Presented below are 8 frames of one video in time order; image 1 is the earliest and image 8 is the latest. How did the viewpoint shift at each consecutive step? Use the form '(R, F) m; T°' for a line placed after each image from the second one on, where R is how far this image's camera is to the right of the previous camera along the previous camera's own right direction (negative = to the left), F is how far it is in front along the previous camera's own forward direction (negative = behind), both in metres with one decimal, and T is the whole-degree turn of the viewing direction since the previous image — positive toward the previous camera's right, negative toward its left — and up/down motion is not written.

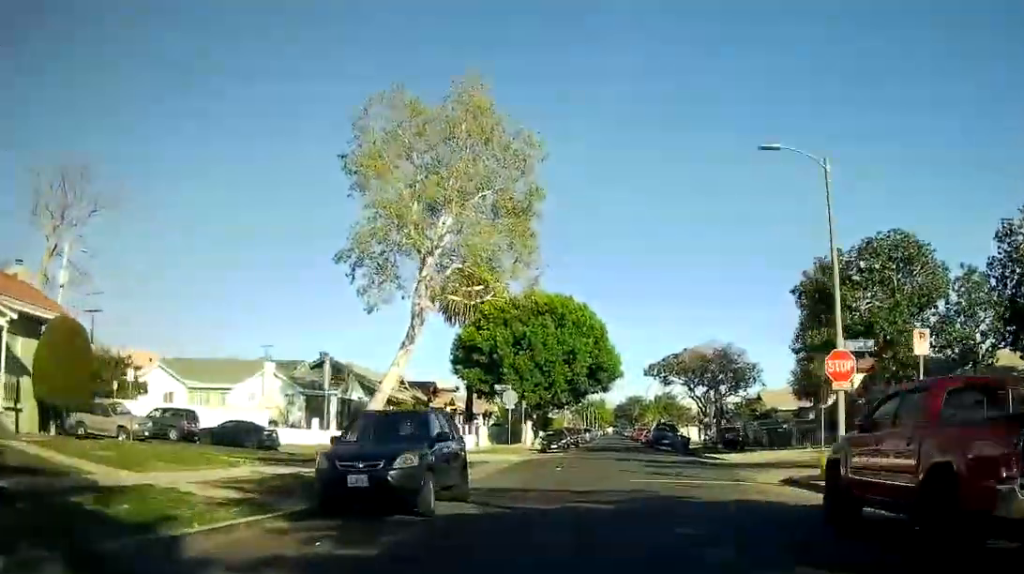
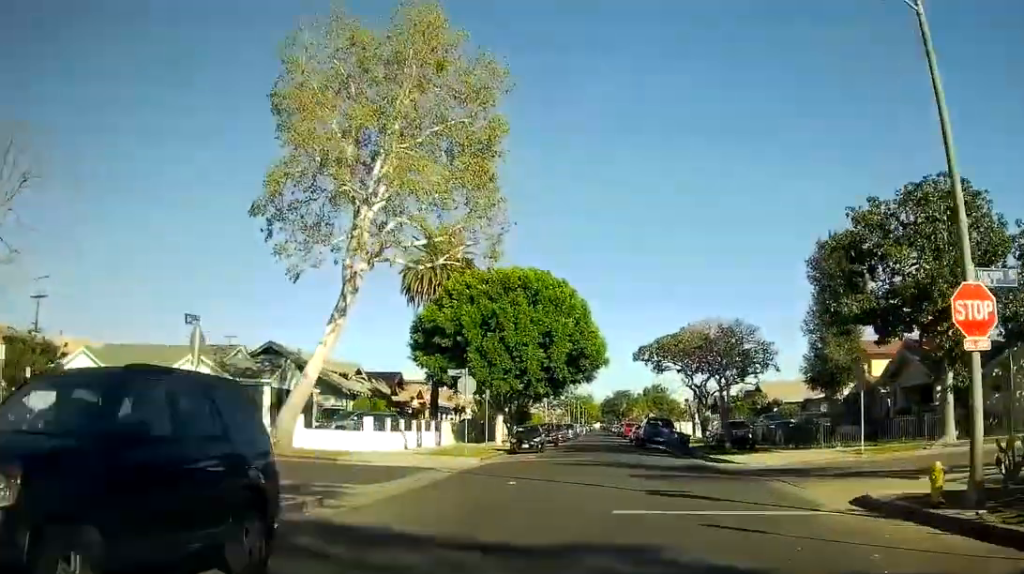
(0.0, +8.9) m; 0°
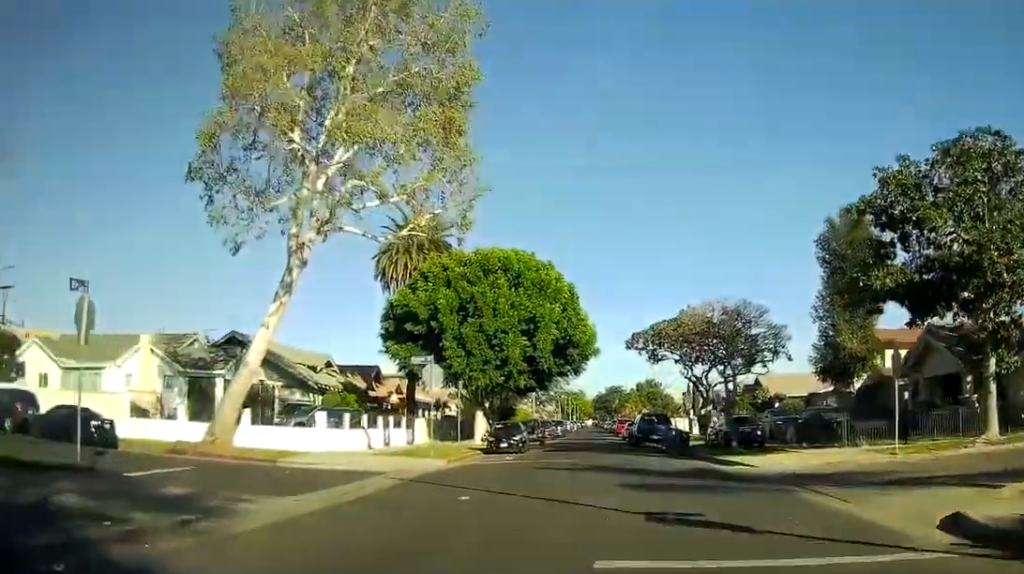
(0.0, +5.8) m; 0°
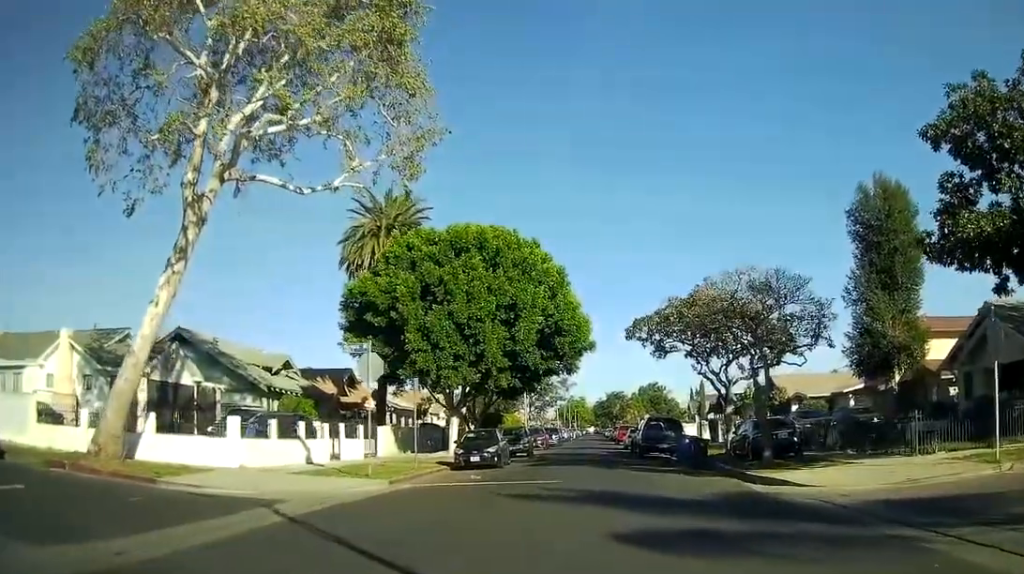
(+0.1, +9.2) m; +1°
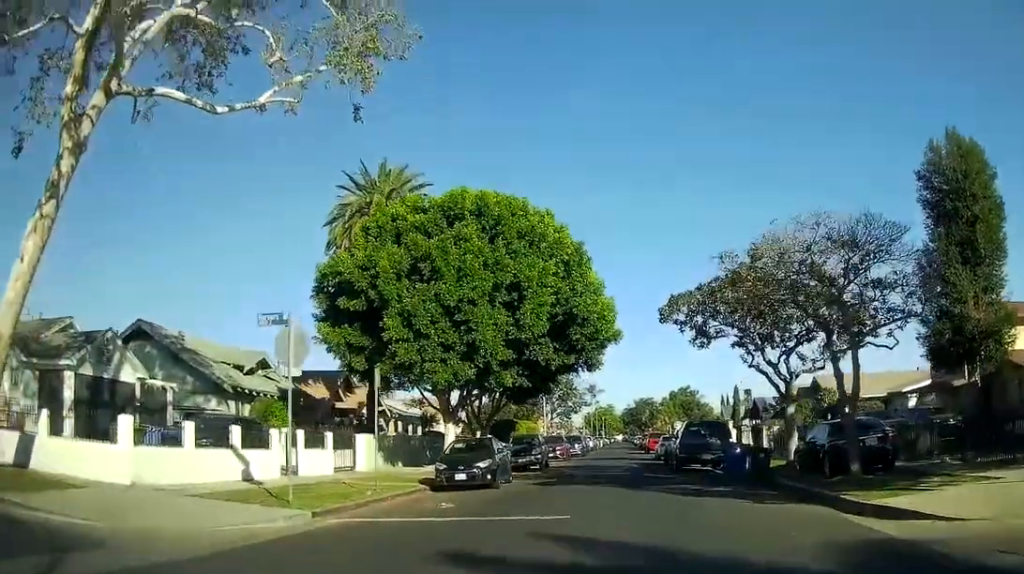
(0.0, +4.0) m; 0°
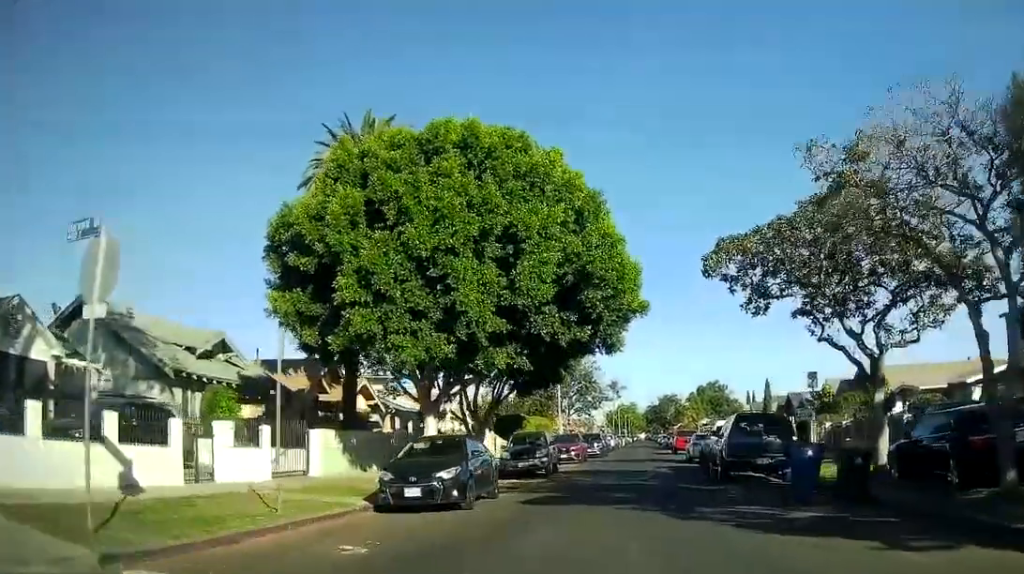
(0.0, +4.9) m; 0°
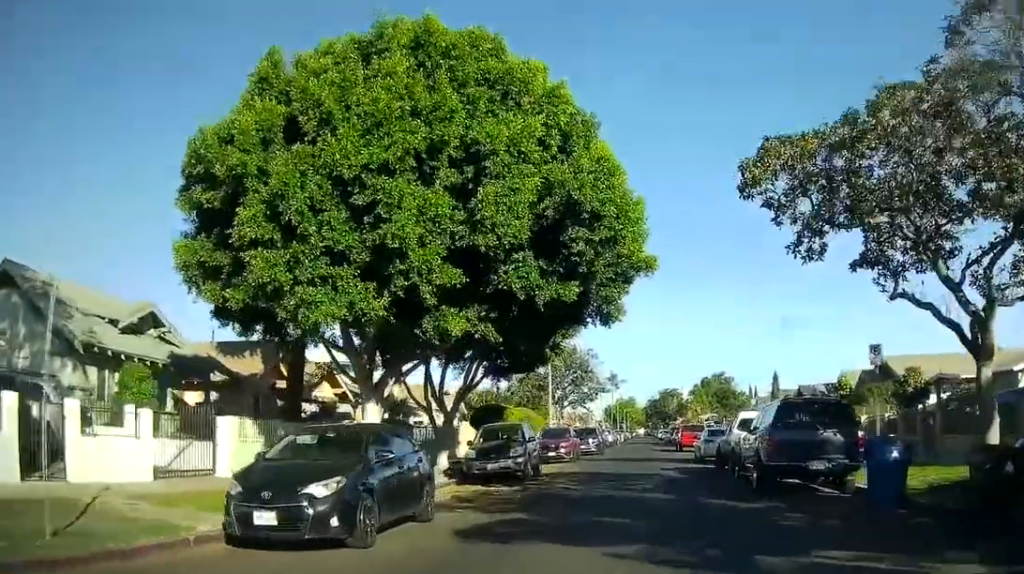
(0.0, +4.6) m; -1°
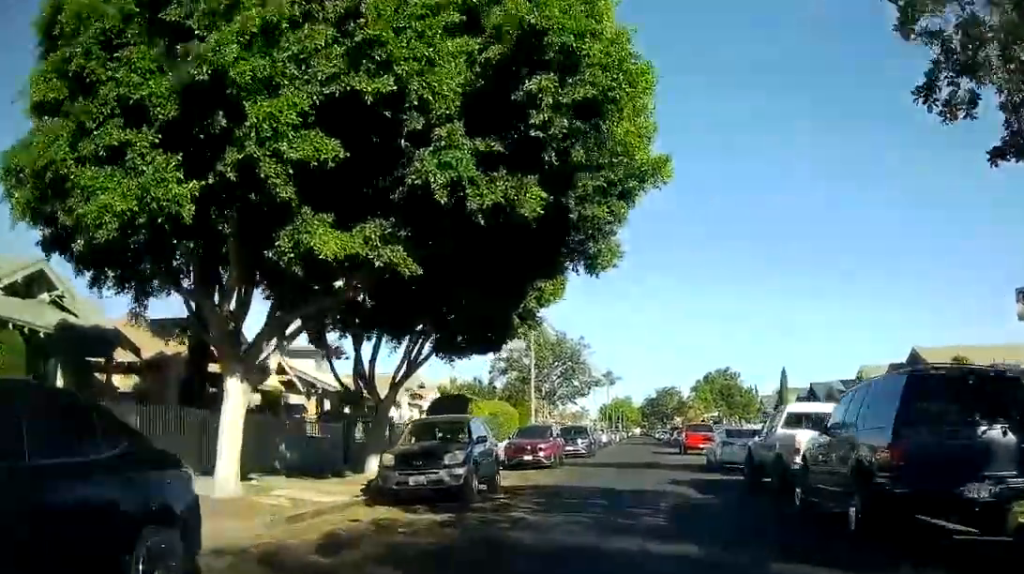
(-0.1, +5.9) m; -2°
